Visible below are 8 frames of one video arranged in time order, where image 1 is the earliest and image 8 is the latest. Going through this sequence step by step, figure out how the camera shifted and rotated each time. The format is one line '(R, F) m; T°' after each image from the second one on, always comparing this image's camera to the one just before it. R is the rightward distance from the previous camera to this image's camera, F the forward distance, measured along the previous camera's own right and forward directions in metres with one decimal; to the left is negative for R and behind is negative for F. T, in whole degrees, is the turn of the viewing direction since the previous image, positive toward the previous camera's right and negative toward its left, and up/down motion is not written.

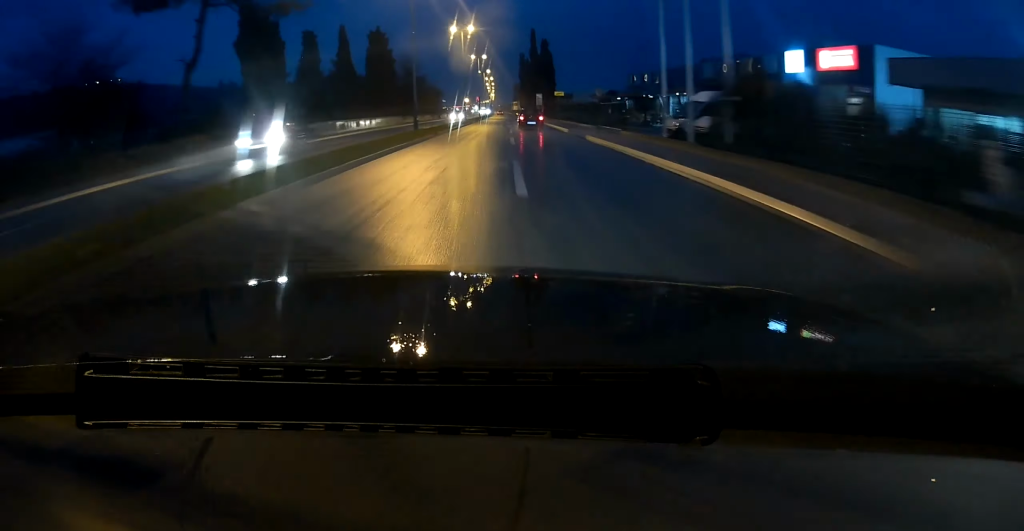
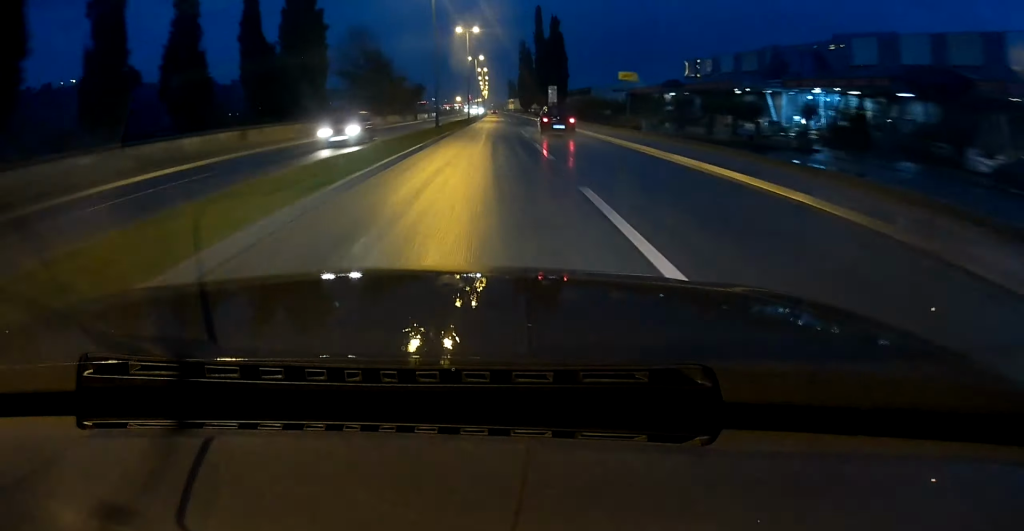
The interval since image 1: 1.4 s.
(+0.4, +34.7) m; +1°
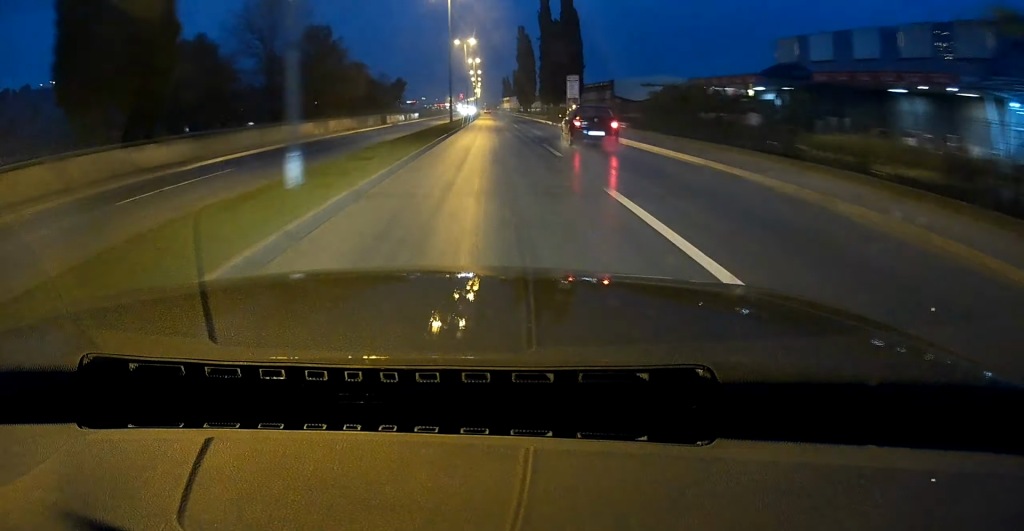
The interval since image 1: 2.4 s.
(0.0, +25.9) m; 0°
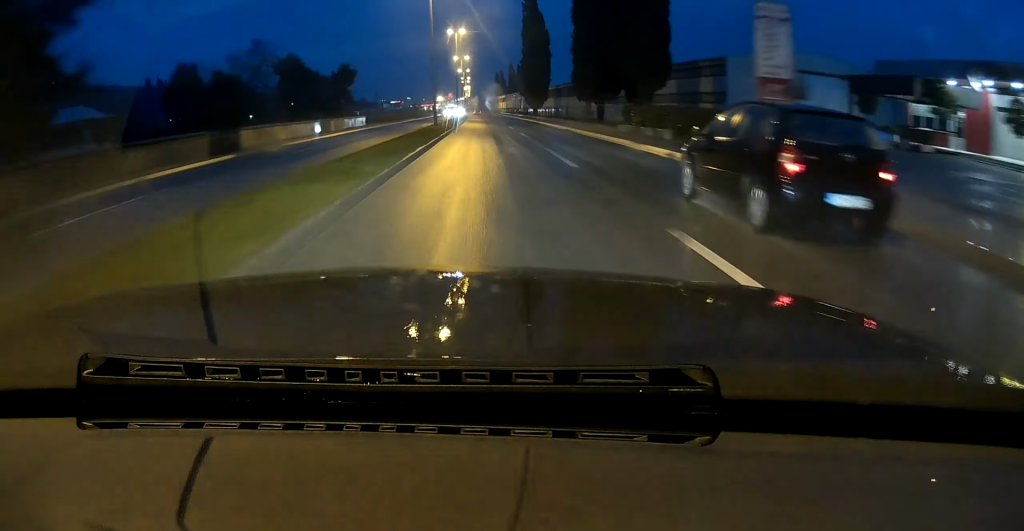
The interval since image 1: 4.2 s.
(+0.3, +45.3) m; 0°
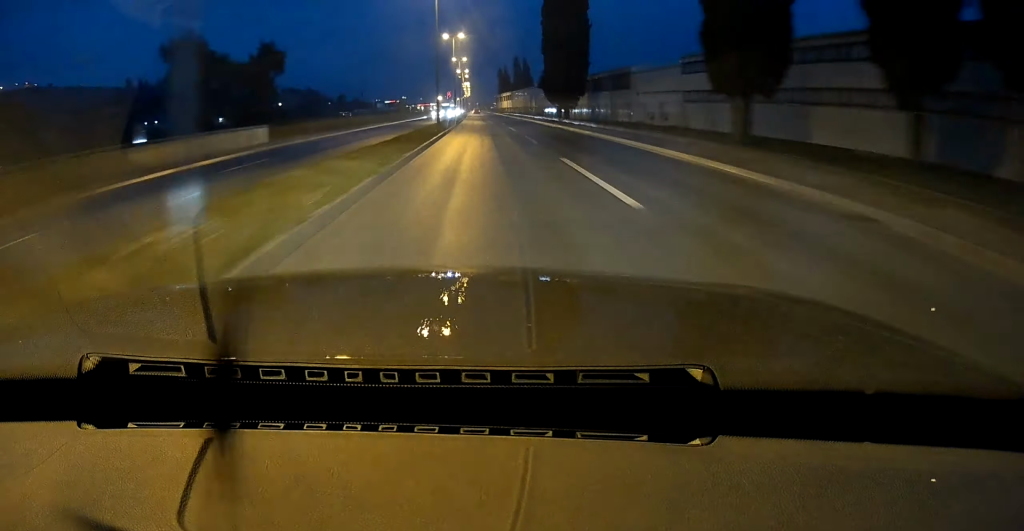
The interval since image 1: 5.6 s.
(0.0, +33.4) m; 0°
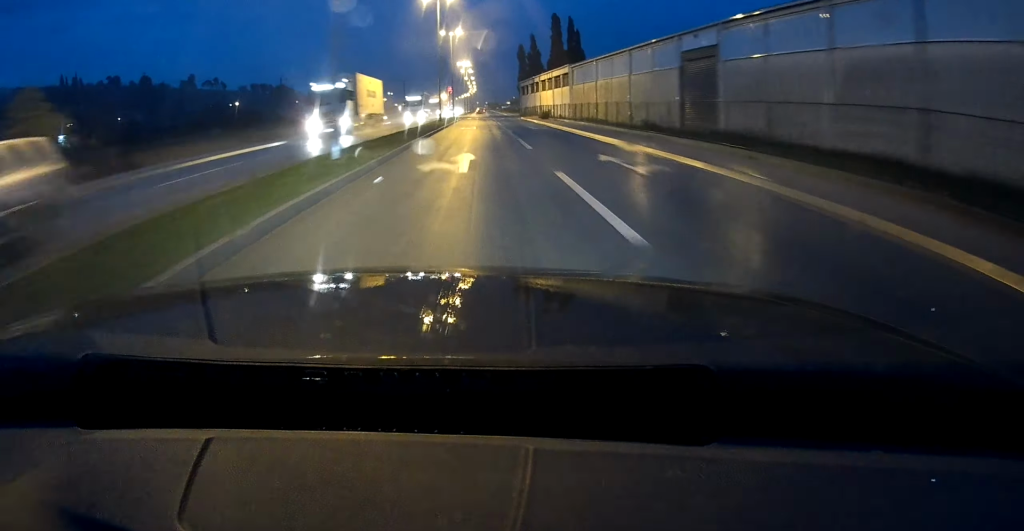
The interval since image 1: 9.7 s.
(-0.3, +101.6) m; 0°
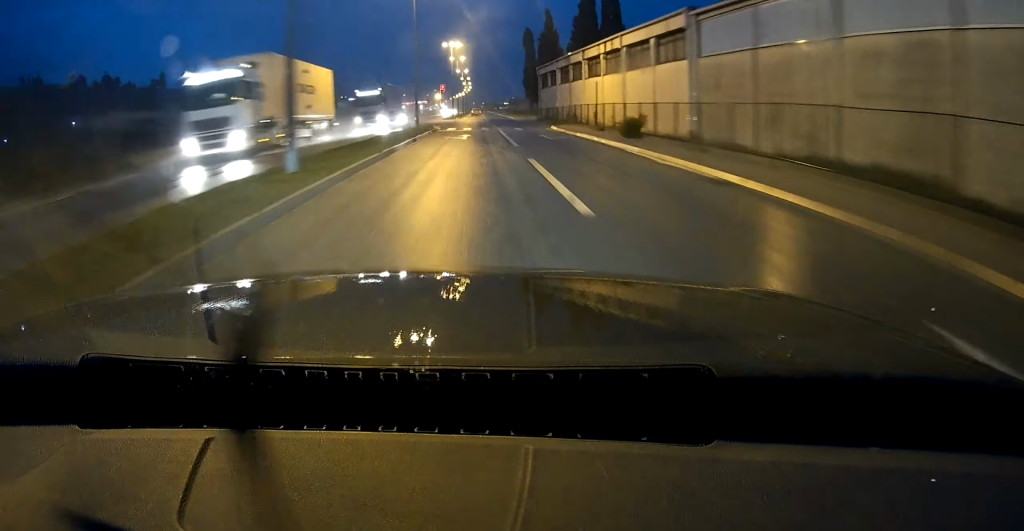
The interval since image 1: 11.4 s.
(-0.1, +40.0) m; 0°
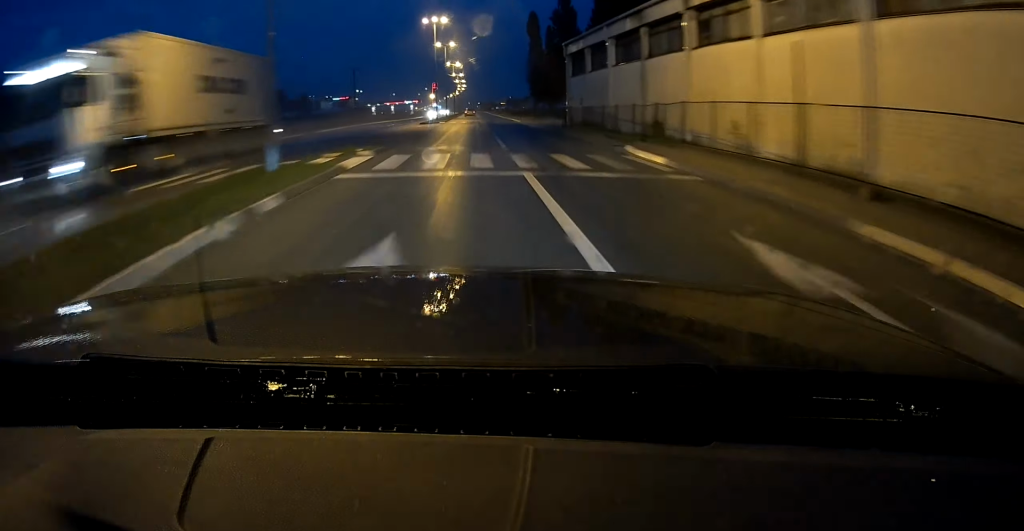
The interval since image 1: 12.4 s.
(+0.1, +25.3) m; 0°
